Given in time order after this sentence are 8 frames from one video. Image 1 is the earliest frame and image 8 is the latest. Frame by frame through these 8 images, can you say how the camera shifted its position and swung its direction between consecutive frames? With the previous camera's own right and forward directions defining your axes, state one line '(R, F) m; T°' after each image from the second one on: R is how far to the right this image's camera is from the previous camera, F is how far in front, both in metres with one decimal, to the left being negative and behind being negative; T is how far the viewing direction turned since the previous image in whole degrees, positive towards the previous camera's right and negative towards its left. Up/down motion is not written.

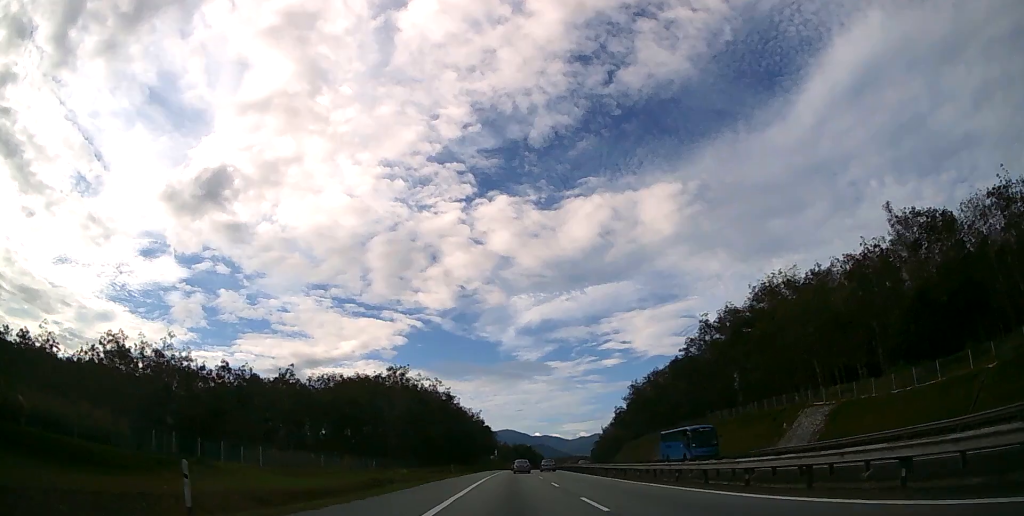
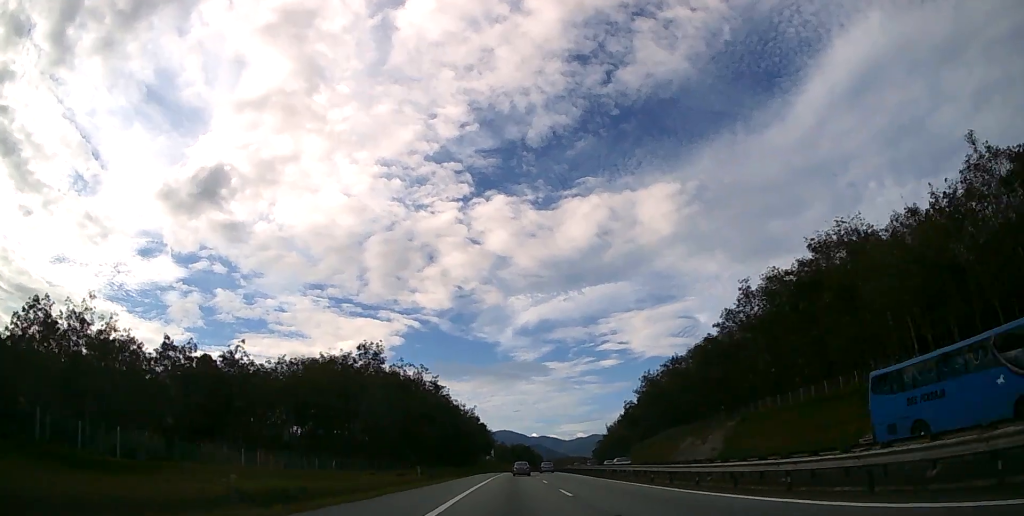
(0.0, +18.5) m; 0°
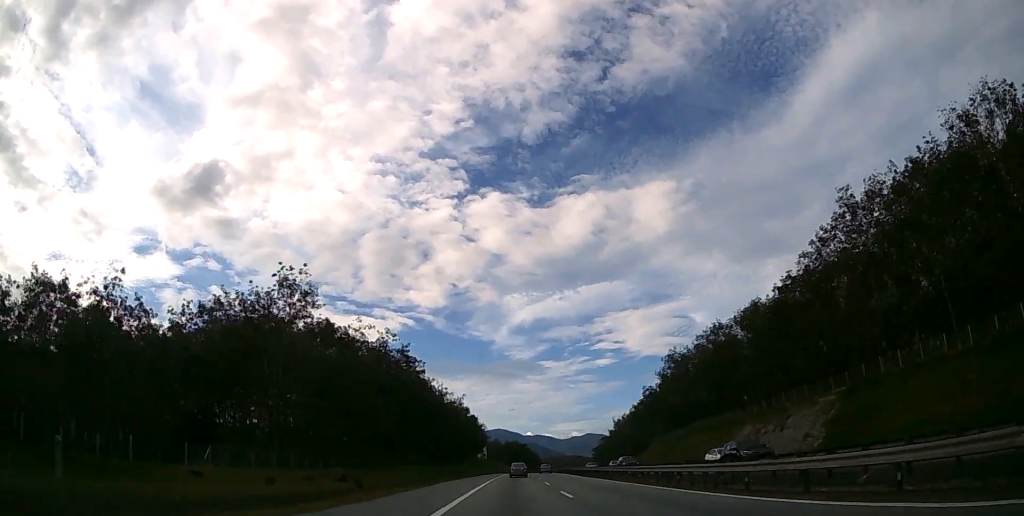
(+0.1, +28.1) m; 0°
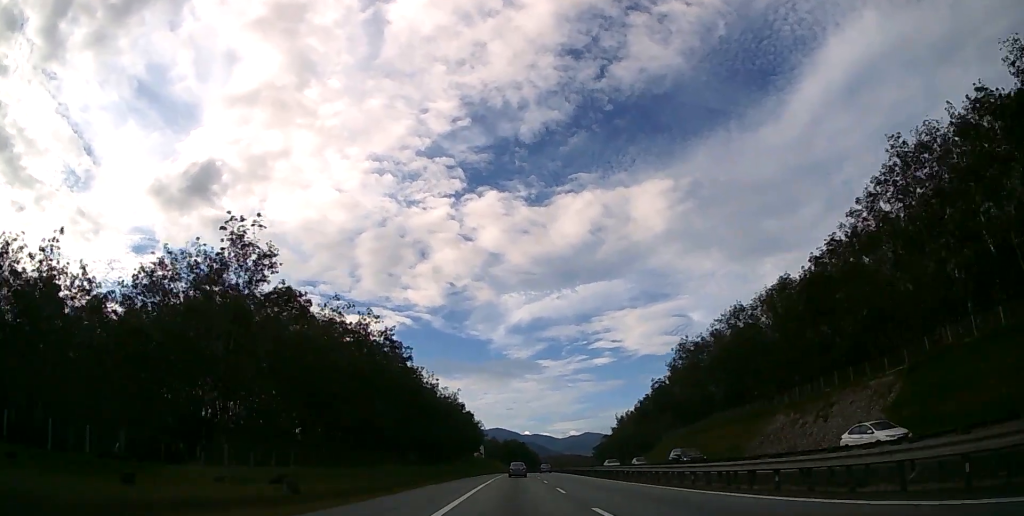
(0.0, +9.9) m; 0°
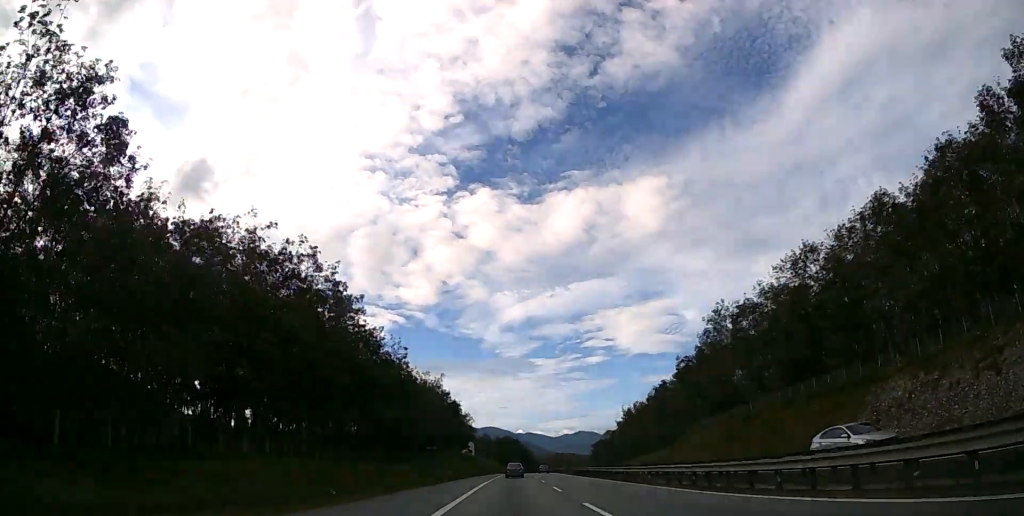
(+0.1, +23.6) m; +1°
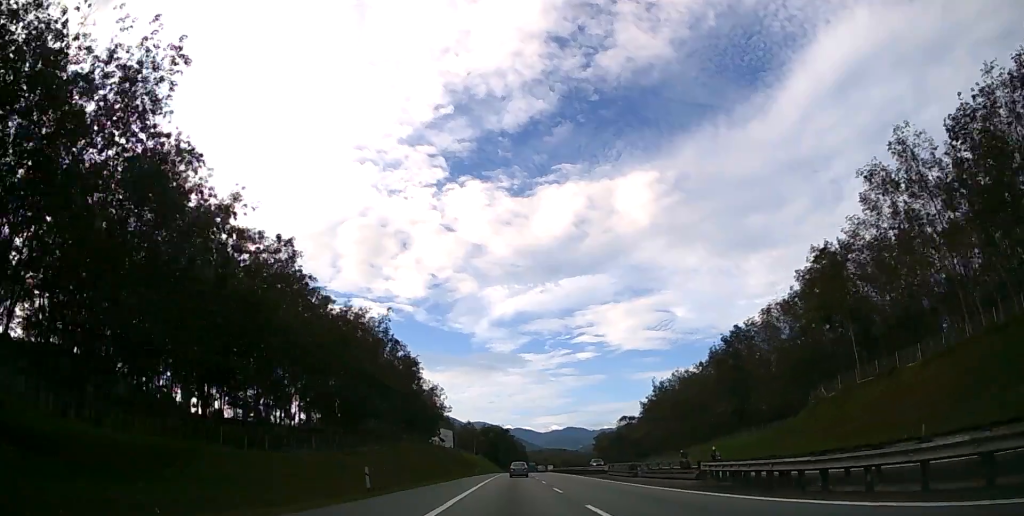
(+0.7, +51.1) m; +1°
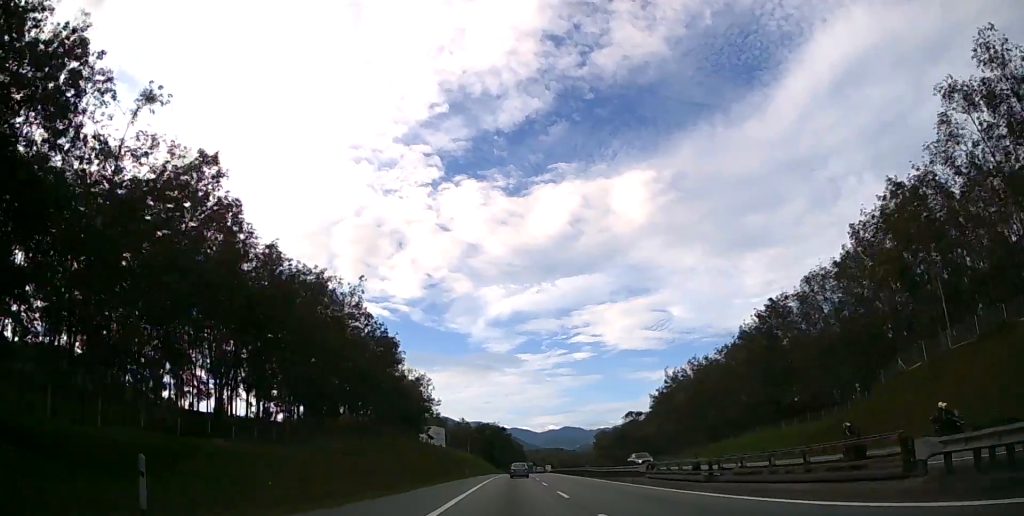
(0.0, +14.1) m; 0°
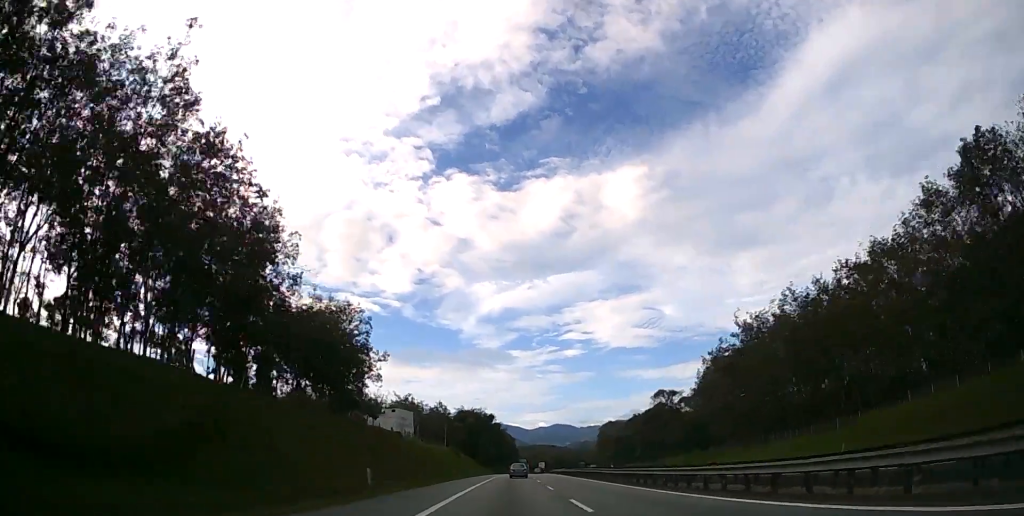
(+0.4, +42.4) m; +1°
